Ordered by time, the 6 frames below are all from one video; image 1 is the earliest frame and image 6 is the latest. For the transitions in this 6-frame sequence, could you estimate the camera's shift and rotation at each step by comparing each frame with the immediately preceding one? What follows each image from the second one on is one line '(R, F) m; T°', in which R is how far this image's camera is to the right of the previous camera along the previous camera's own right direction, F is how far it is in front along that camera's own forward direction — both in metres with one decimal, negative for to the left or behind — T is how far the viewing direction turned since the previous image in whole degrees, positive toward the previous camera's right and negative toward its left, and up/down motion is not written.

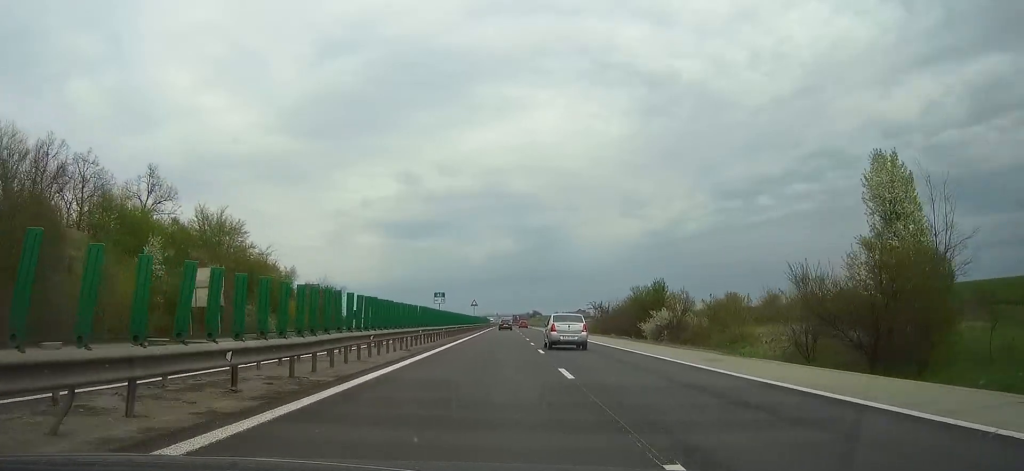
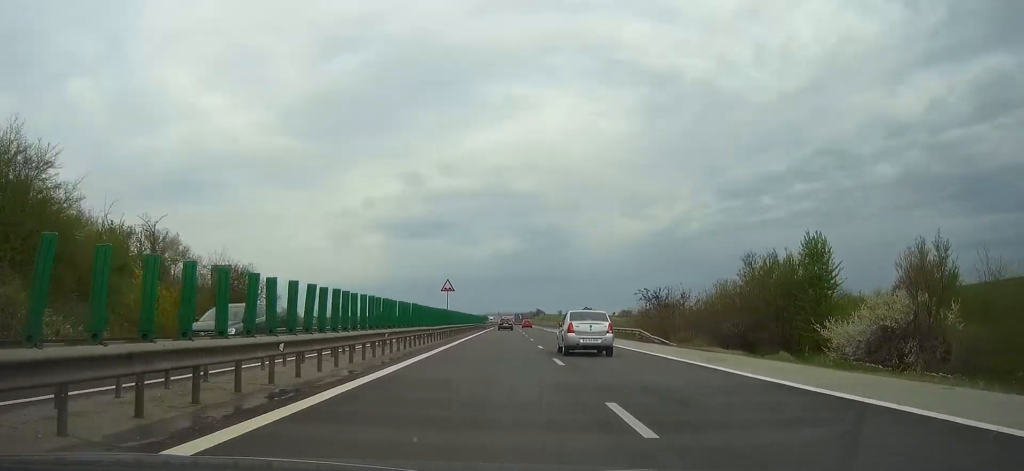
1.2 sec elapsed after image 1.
(0.0, +39.2) m; 0°
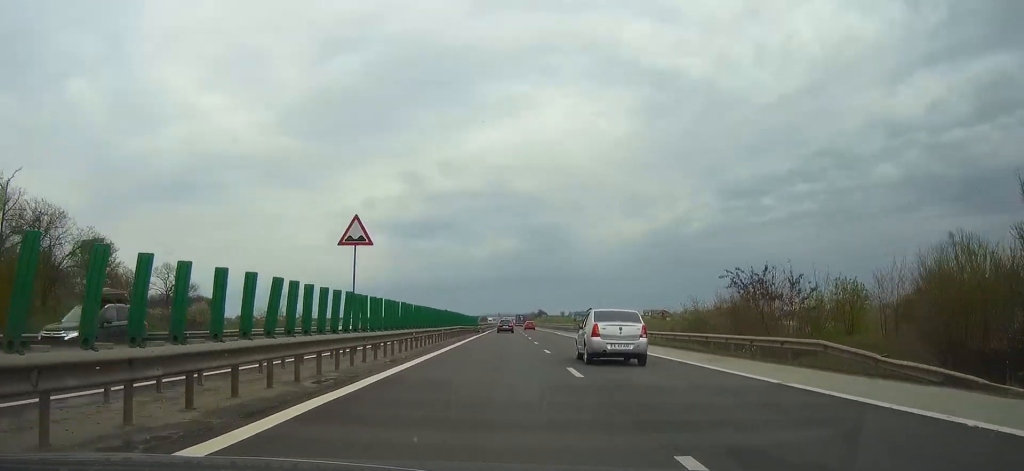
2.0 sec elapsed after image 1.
(0.0, +27.6) m; 0°
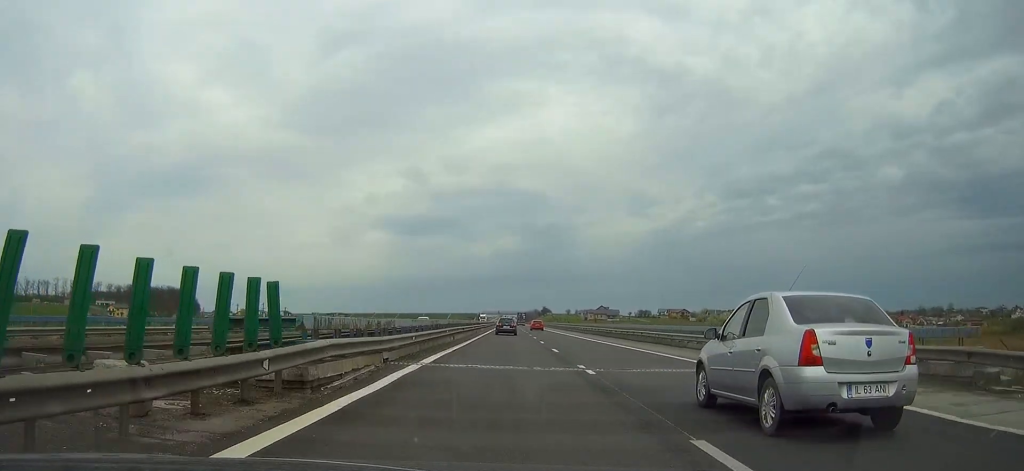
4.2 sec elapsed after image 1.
(-0.1, +70.3) m; 0°
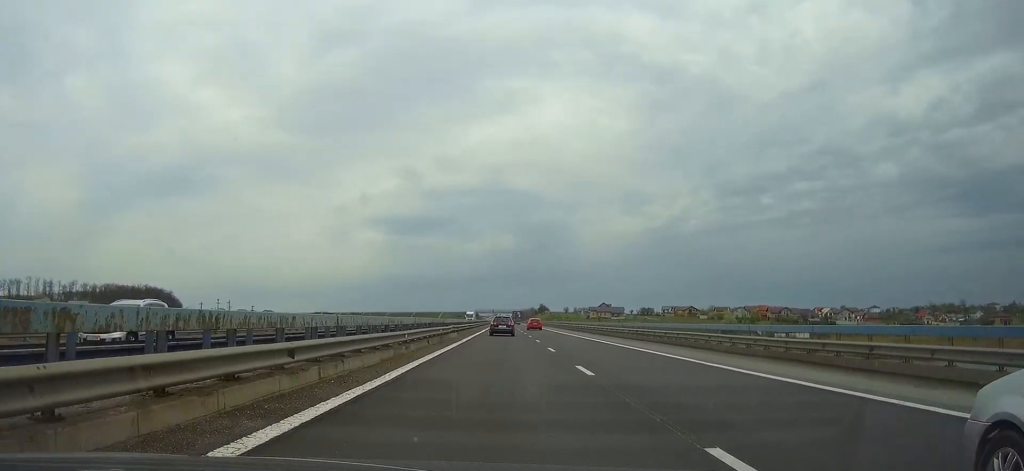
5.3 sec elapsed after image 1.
(0.0, +36.9) m; 0°
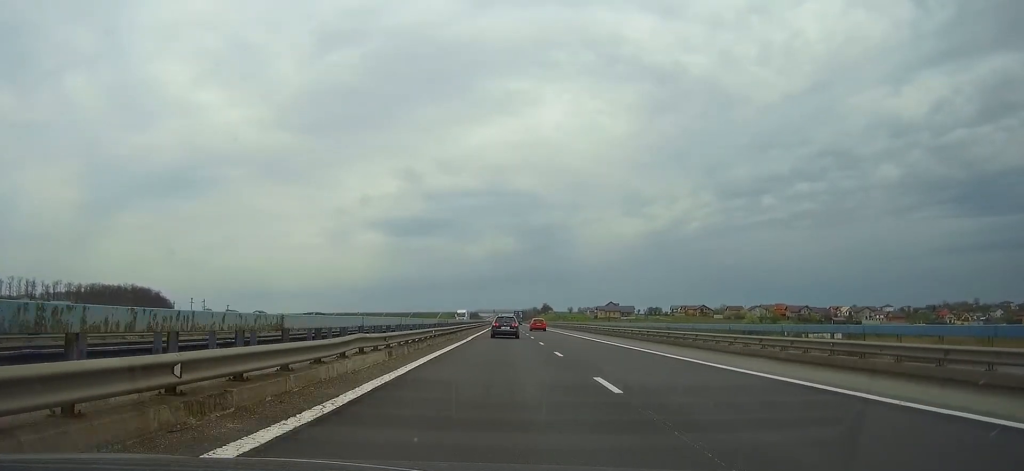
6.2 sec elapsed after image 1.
(+0.1, +28.0) m; 0°
